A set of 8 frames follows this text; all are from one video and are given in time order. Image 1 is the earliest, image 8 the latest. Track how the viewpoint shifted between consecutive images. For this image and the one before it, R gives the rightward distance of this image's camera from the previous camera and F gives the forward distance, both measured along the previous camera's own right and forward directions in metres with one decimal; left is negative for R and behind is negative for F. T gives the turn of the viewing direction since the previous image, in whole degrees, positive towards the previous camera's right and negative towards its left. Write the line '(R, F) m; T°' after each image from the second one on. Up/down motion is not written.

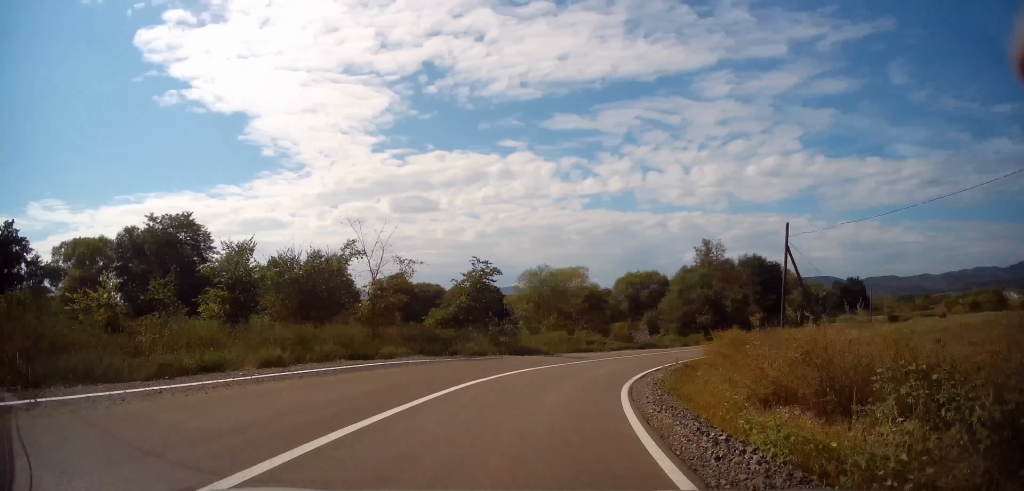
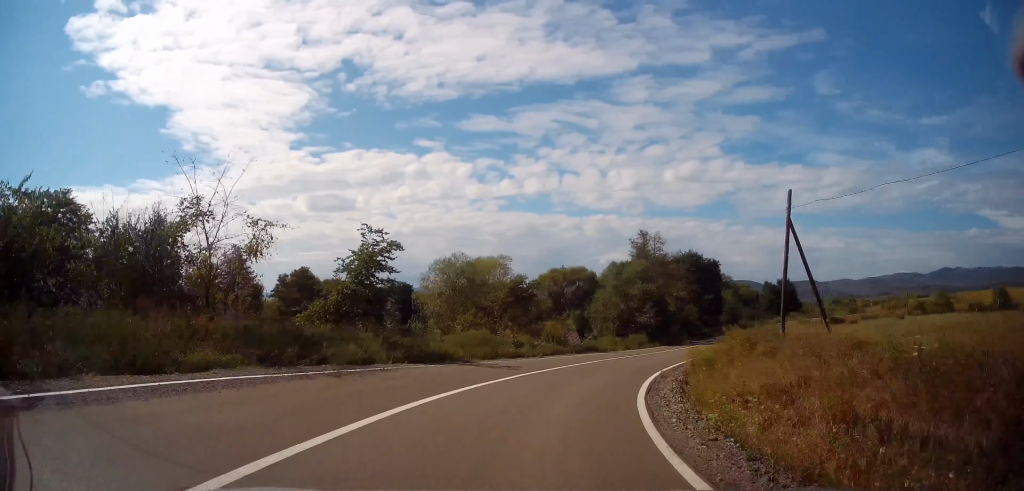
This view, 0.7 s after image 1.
(-0.2, +9.3) m; +8°
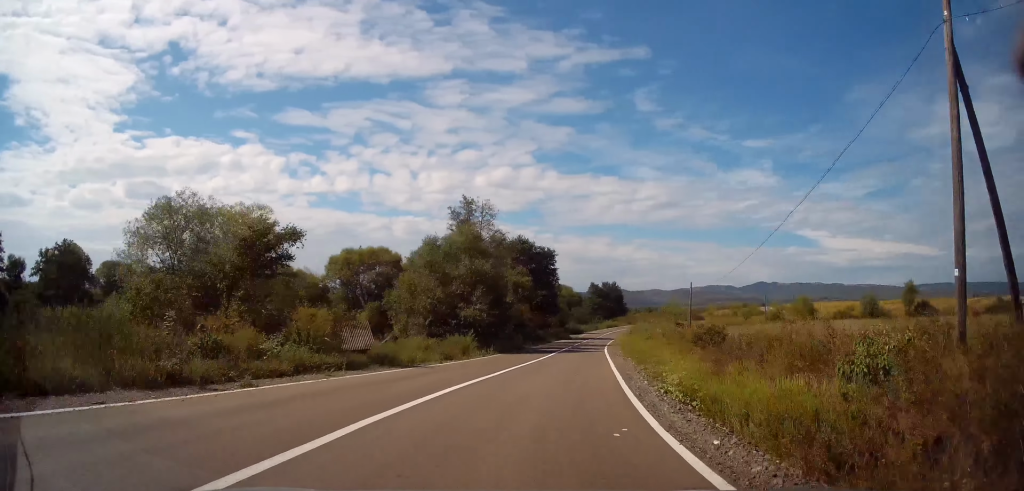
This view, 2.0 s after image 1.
(+4.3, +18.3) m; +19°
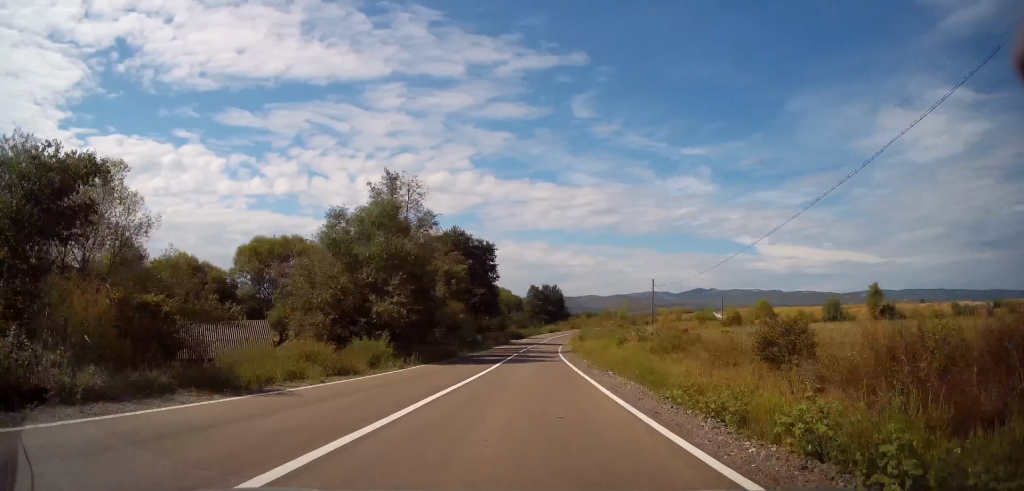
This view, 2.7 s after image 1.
(+0.4, +8.9) m; +6°
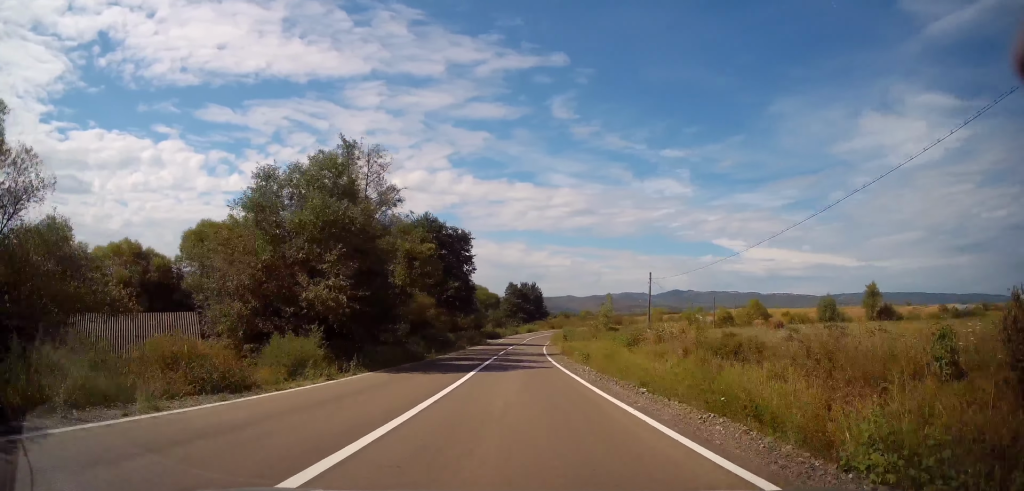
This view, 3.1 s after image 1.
(+0.4, +6.8) m; +3°
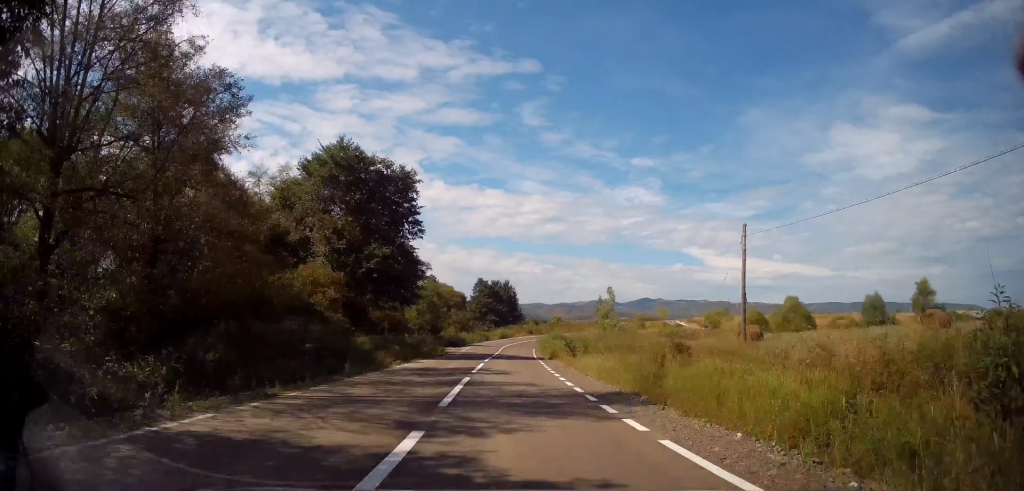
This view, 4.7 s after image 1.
(+1.5, +24.5) m; +5°
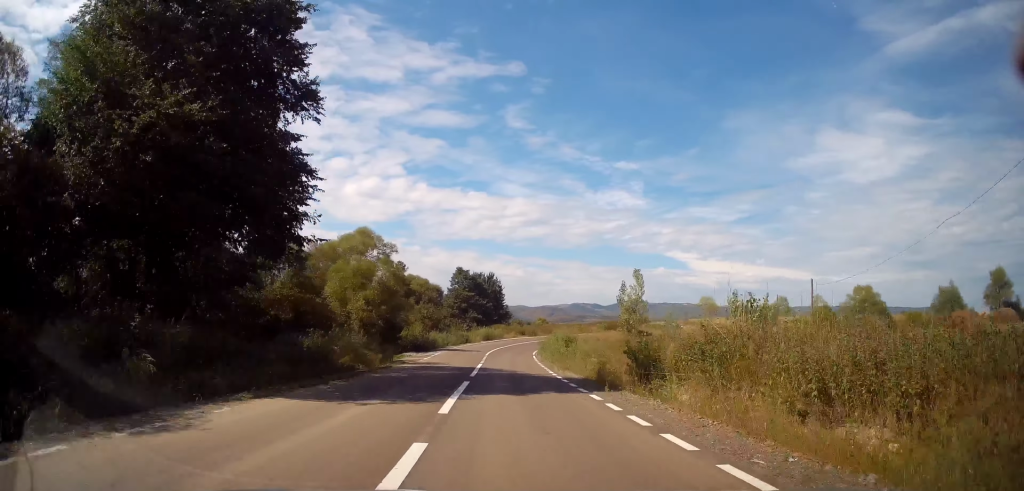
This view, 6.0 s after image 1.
(+0.4, +20.9) m; +3°
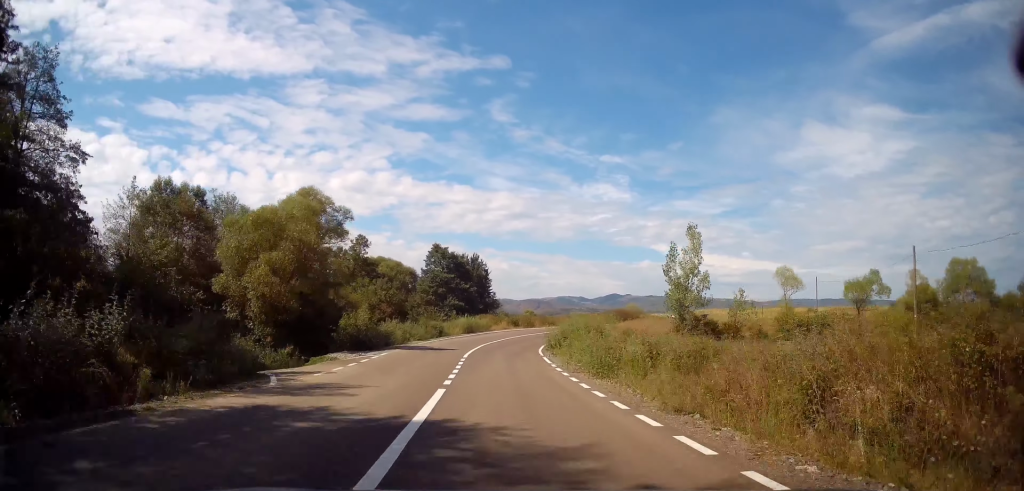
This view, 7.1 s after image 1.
(+0.5, +18.1) m; +2°
